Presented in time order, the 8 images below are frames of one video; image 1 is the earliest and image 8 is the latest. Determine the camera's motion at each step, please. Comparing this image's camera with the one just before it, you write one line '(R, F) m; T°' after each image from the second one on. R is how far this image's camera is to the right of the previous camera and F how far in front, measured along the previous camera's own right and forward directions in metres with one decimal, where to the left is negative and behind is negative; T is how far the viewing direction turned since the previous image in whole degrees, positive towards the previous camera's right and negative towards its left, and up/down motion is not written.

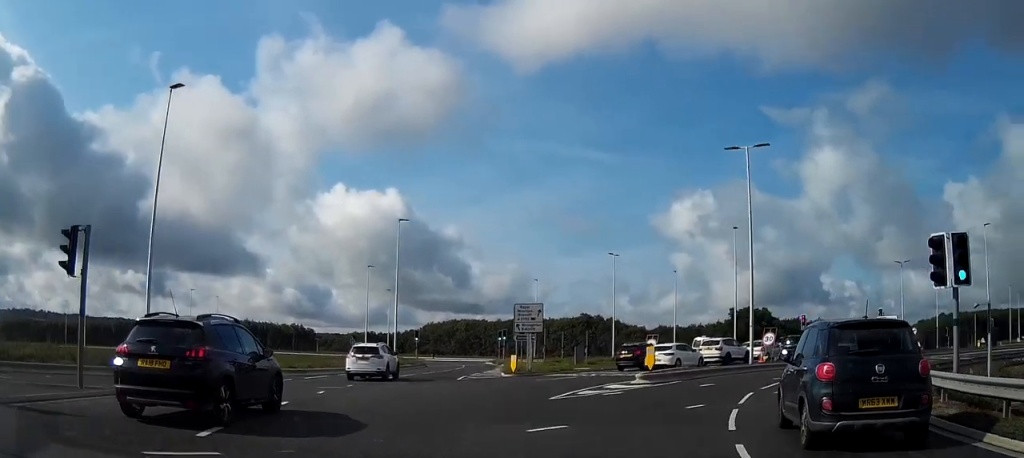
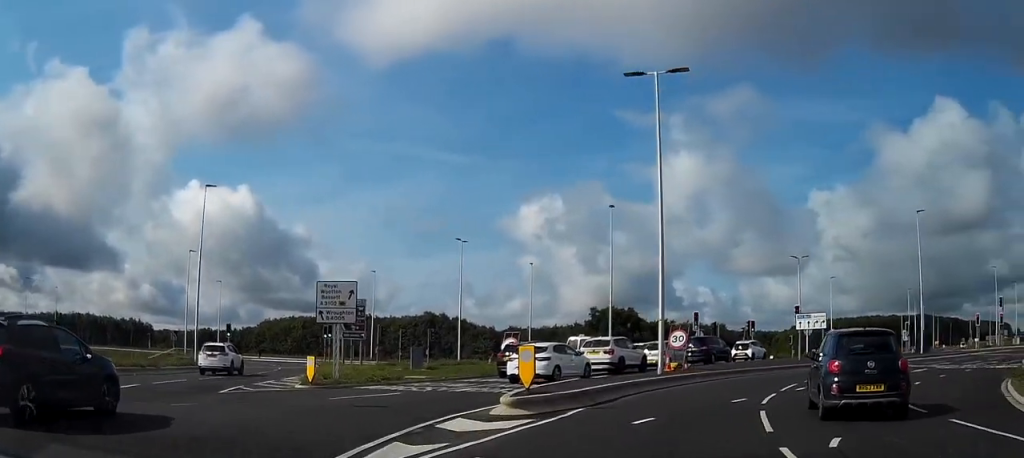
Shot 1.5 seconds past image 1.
(+0.8, +12.5) m; +13°
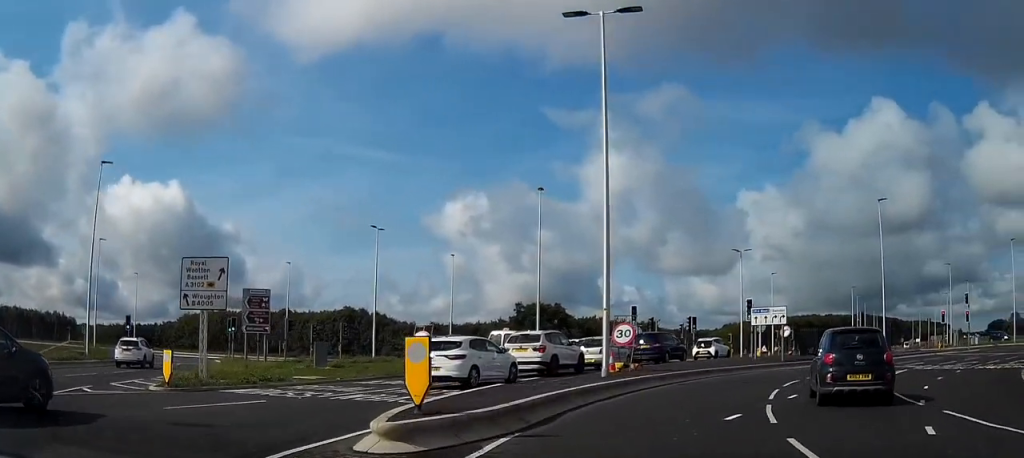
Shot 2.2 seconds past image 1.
(+0.4, +5.7) m; +10°
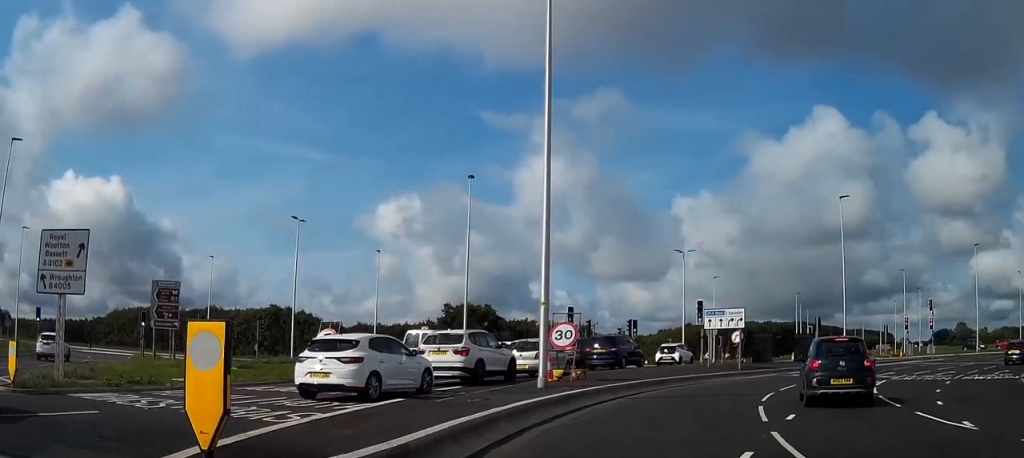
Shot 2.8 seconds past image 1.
(+0.5, +4.6) m; +7°
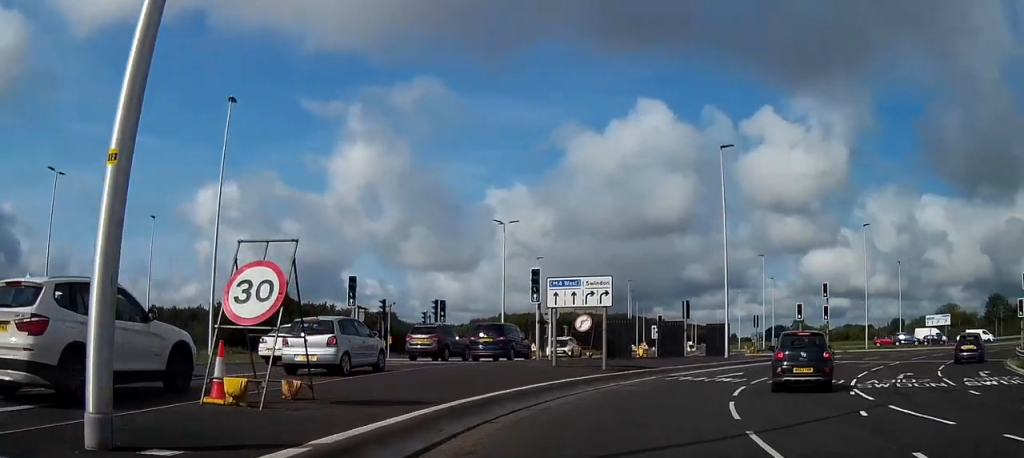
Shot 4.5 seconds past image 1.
(+1.9, +13.4) m; +14°
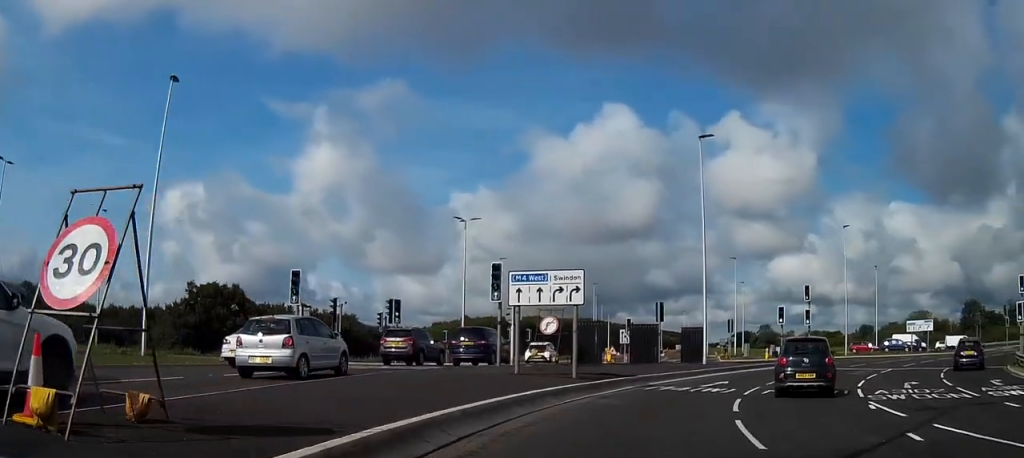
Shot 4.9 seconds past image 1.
(-0.1, +3.3) m; +4°
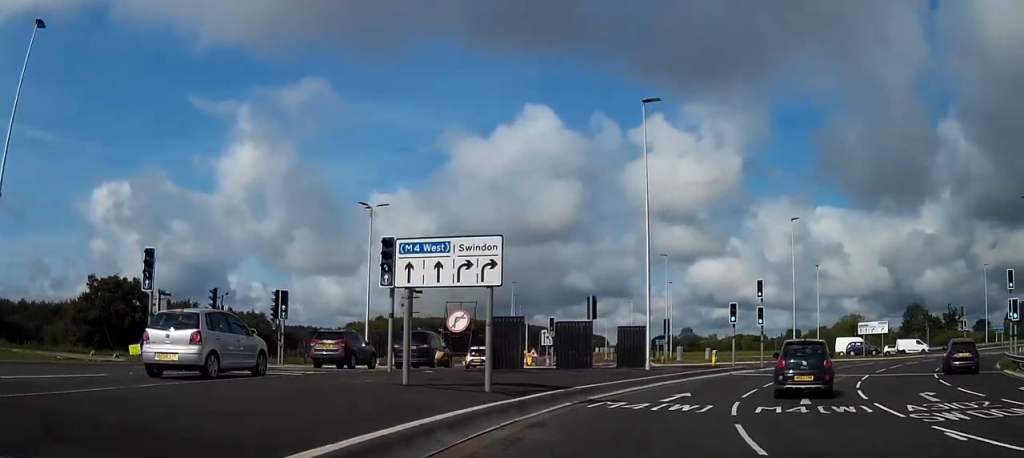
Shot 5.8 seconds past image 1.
(+0.6, +6.6) m; +7°
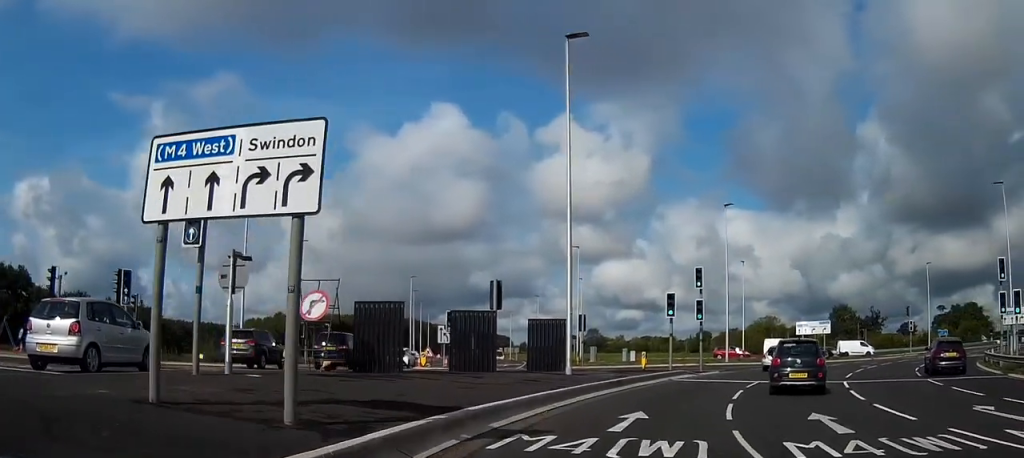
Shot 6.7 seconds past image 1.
(+0.4, +7.6) m; +8°
